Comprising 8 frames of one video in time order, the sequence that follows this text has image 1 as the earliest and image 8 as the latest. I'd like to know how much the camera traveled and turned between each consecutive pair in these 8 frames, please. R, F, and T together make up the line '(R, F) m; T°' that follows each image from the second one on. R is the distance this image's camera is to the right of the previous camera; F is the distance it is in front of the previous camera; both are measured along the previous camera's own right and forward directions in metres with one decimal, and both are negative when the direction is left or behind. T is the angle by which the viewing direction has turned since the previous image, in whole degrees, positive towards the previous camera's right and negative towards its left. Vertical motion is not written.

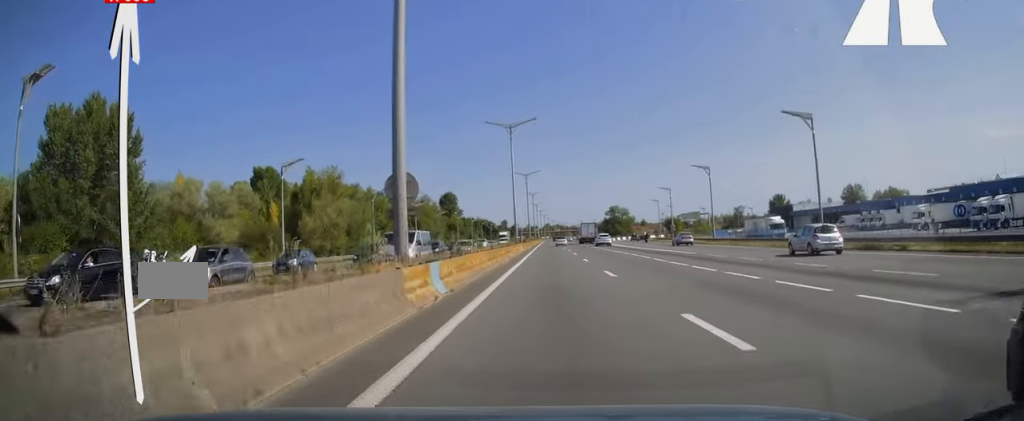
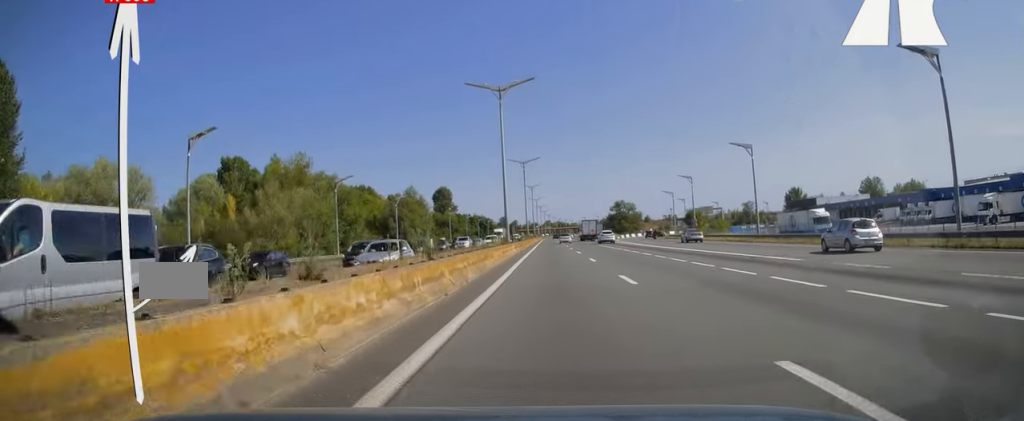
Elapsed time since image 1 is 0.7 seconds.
(0.0, +17.0) m; 0°
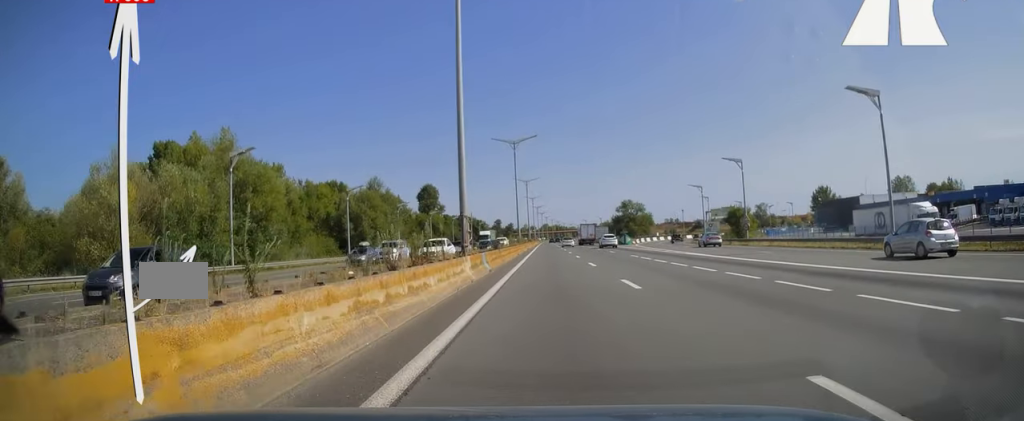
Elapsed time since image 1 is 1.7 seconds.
(0.0, +26.8) m; 0°
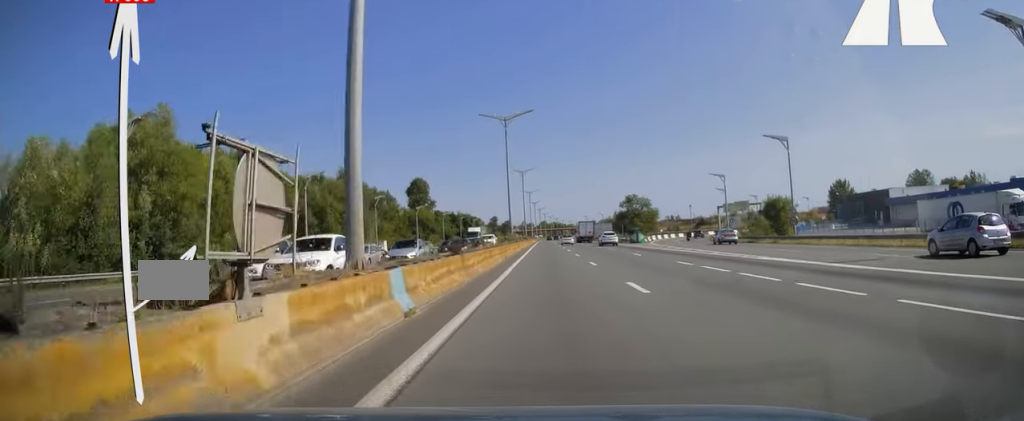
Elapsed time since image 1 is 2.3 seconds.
(0.0, +14.9) m; 0°
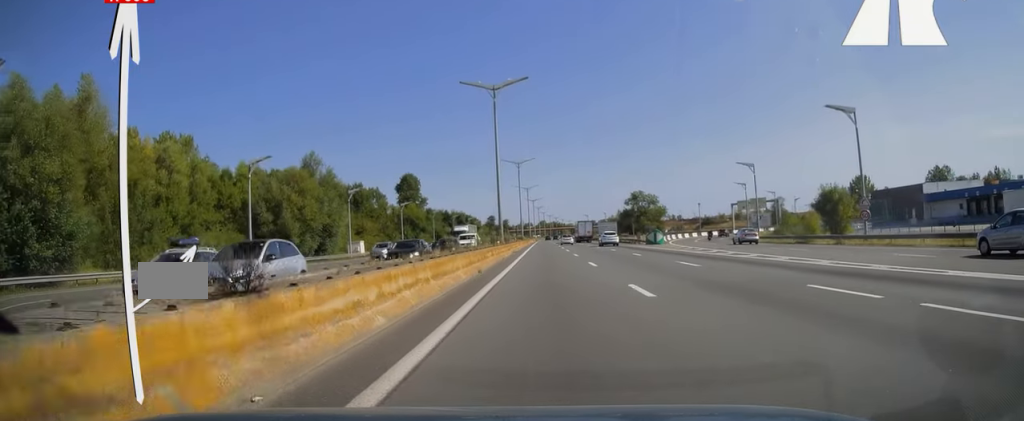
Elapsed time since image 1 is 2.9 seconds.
(0.0, +14.0) m; 0°
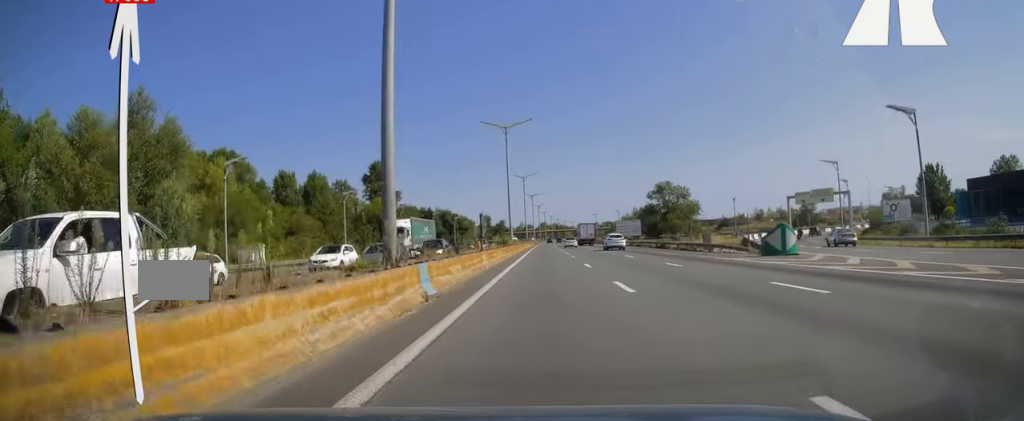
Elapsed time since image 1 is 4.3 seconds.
(+0.1, +37.2) m; 0°
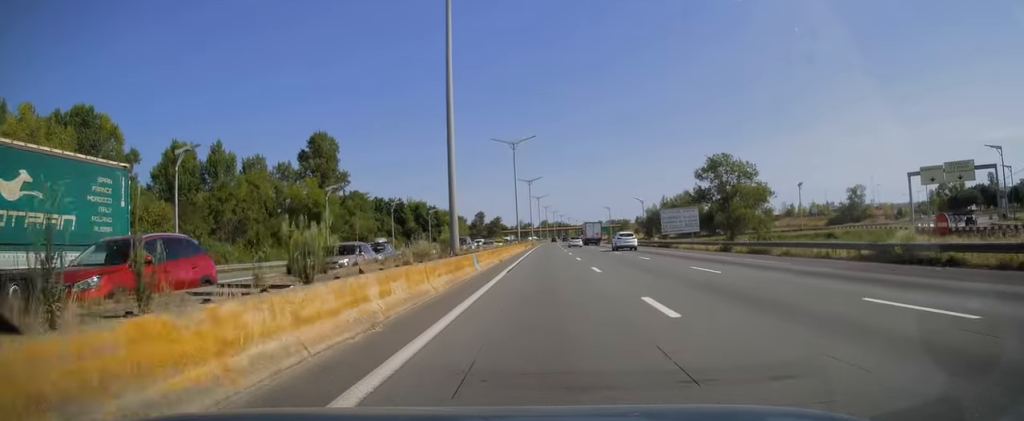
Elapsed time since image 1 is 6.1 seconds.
(-0.2, +44.1) m; 0°
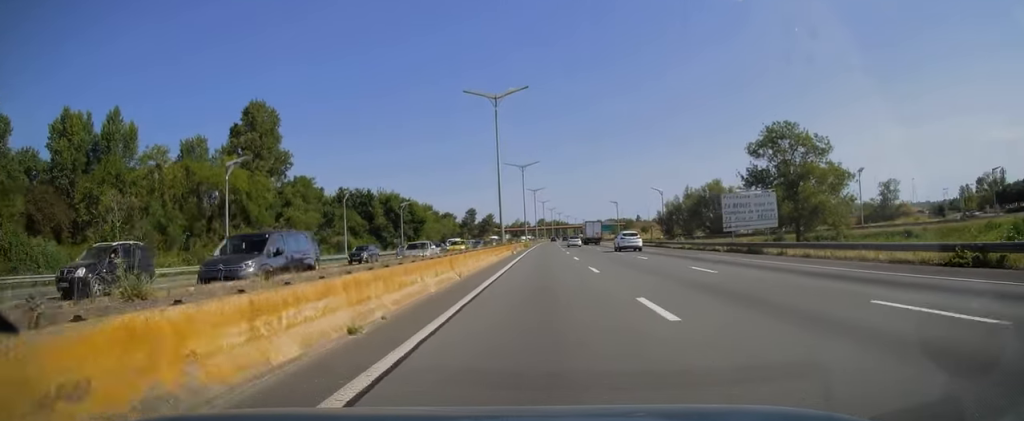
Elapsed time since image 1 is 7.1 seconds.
(+0.1, +26.6) m; 0°
